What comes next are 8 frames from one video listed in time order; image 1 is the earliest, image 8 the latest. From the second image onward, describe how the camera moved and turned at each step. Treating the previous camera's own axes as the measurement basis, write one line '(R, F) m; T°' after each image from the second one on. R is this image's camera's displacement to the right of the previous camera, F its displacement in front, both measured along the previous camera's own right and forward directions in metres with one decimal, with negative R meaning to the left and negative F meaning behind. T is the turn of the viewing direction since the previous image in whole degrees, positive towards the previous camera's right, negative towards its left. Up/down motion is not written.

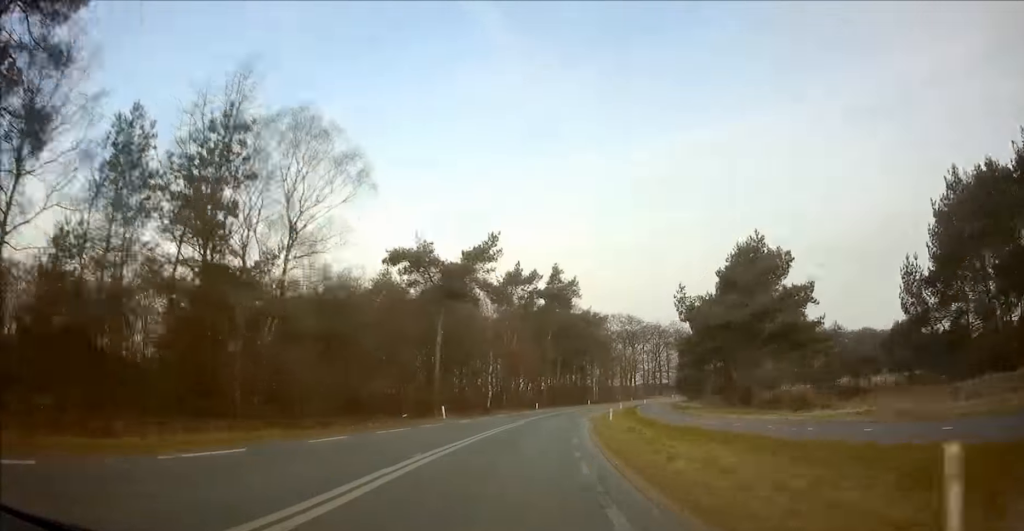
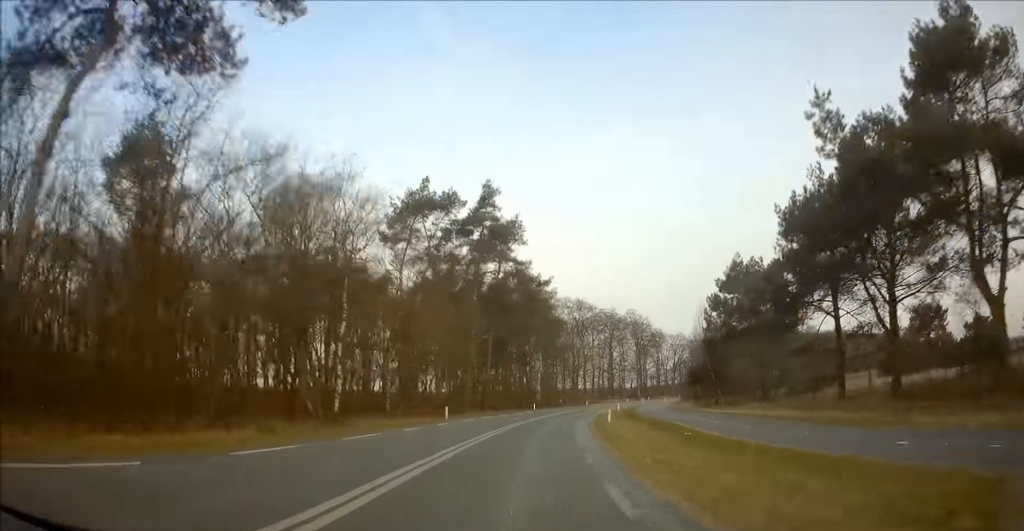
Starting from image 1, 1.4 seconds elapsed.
(+1.0, +33.1) m; +6°
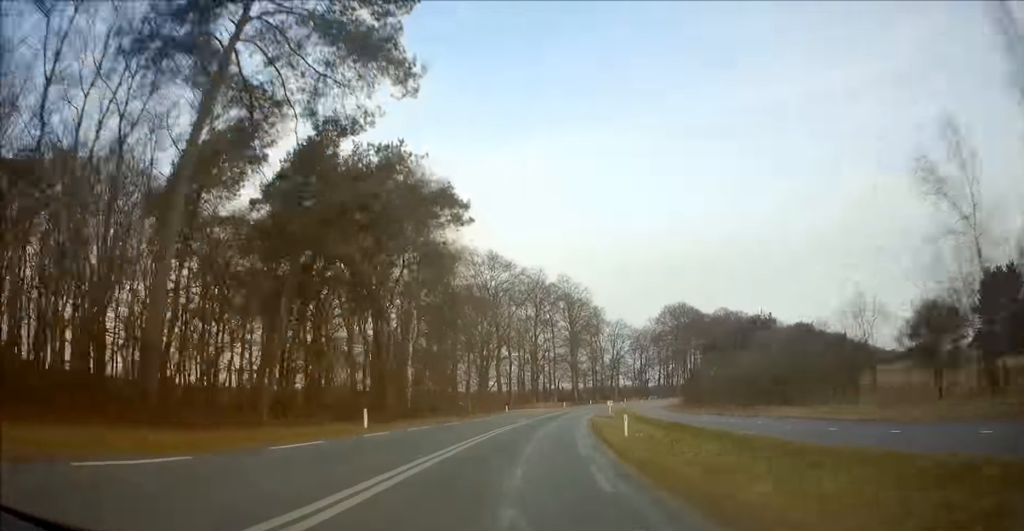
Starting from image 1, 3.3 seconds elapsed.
(+3.8, +45.4) m; +9°
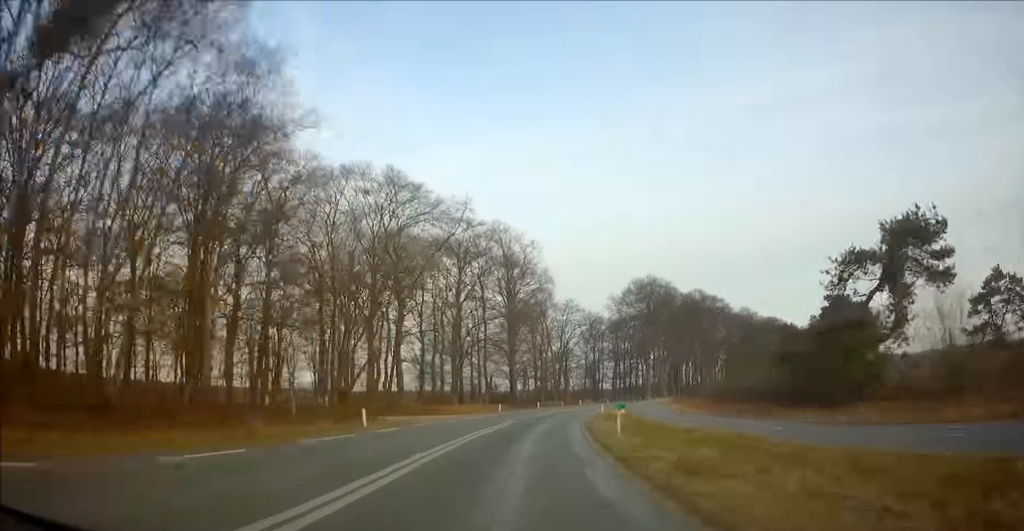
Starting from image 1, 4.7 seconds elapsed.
(+2.3, +32.9) m; +6°
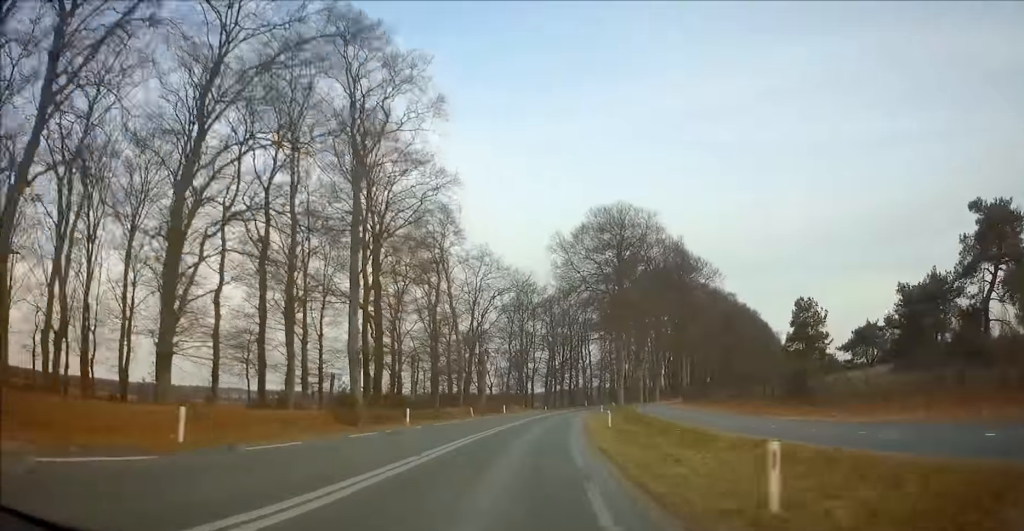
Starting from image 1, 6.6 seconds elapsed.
(+2.7, +44.0) m; +7°
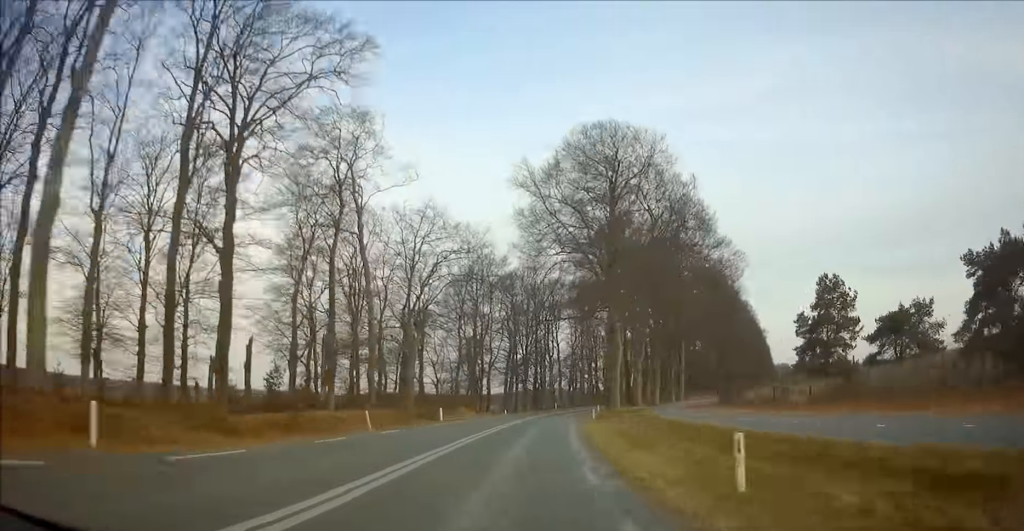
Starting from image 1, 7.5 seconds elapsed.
(-0.2, +20.4) m; +3°
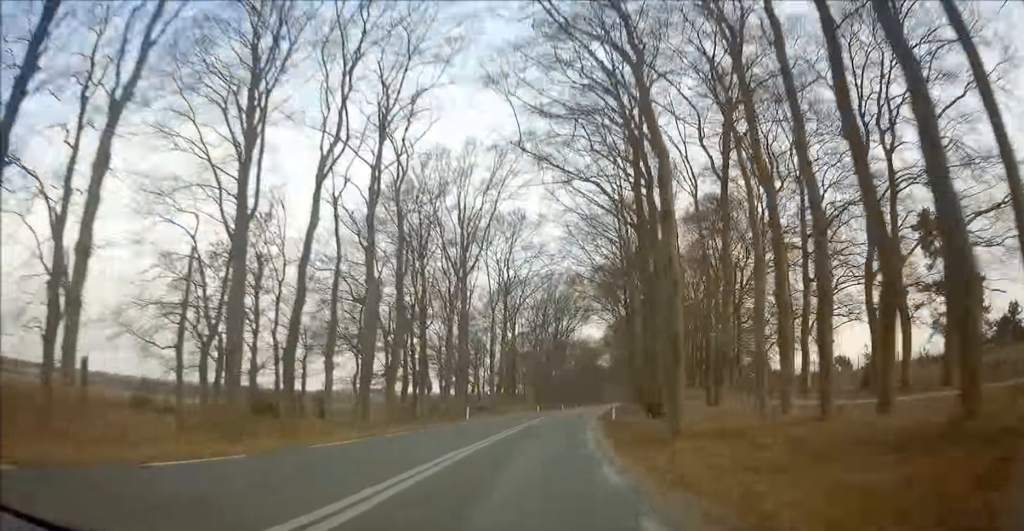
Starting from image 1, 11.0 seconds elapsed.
(+8.7, +82.9) m; +12°
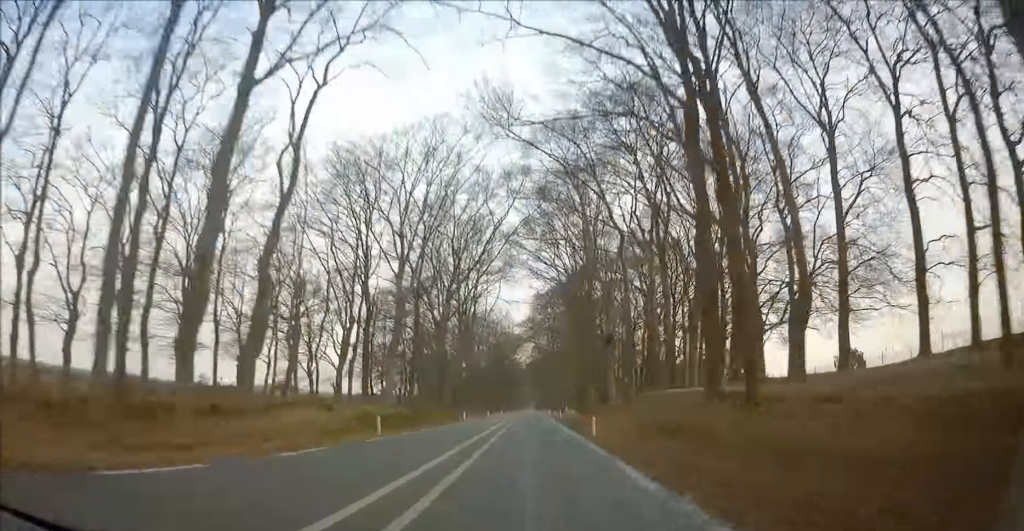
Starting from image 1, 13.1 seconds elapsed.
(+3.8, +48.5) m; +7°
